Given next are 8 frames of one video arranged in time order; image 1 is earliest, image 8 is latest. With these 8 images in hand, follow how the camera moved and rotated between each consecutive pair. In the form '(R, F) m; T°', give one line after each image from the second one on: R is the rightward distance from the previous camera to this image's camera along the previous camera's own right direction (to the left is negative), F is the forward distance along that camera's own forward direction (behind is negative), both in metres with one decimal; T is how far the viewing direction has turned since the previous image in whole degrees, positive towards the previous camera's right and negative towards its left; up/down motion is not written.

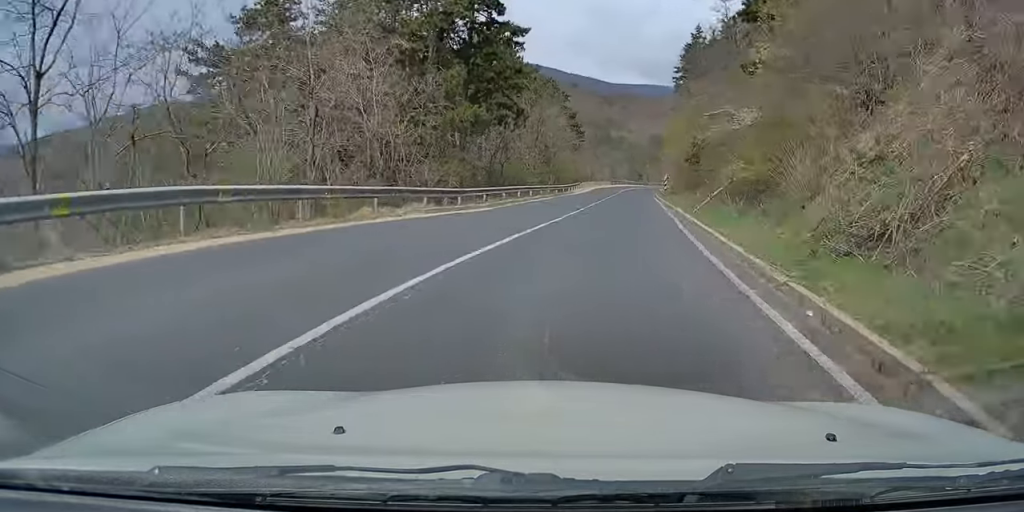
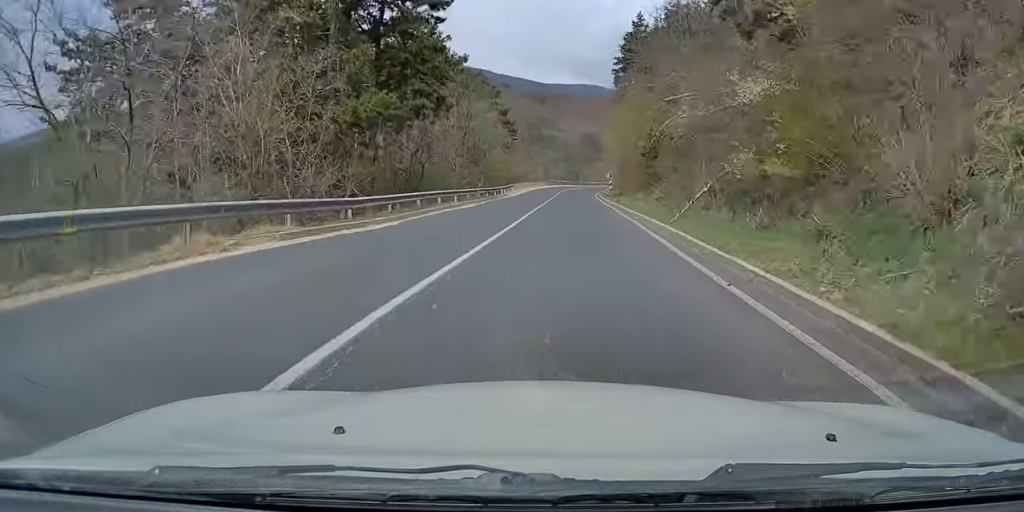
(+0.3, +6.6) m; +5°
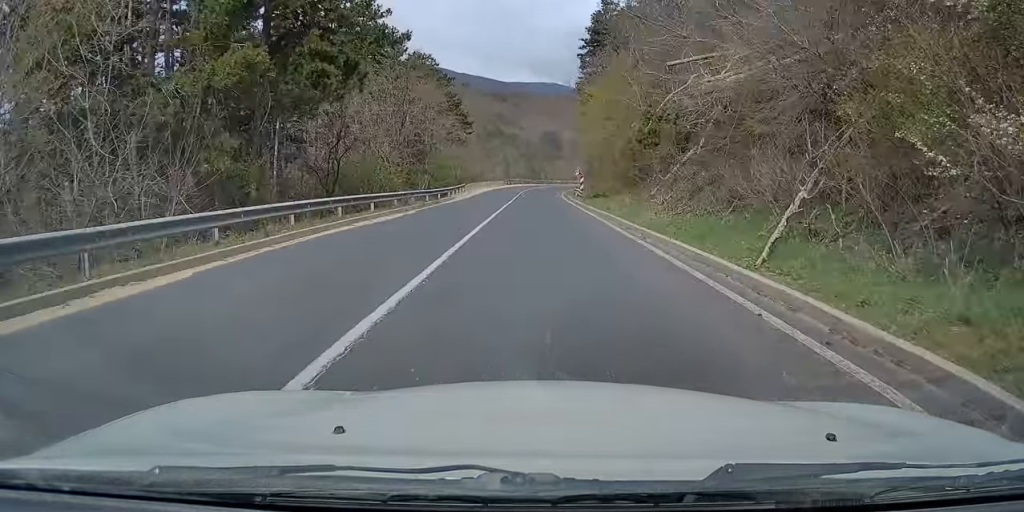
(+0.6, +9.5) m; +5°
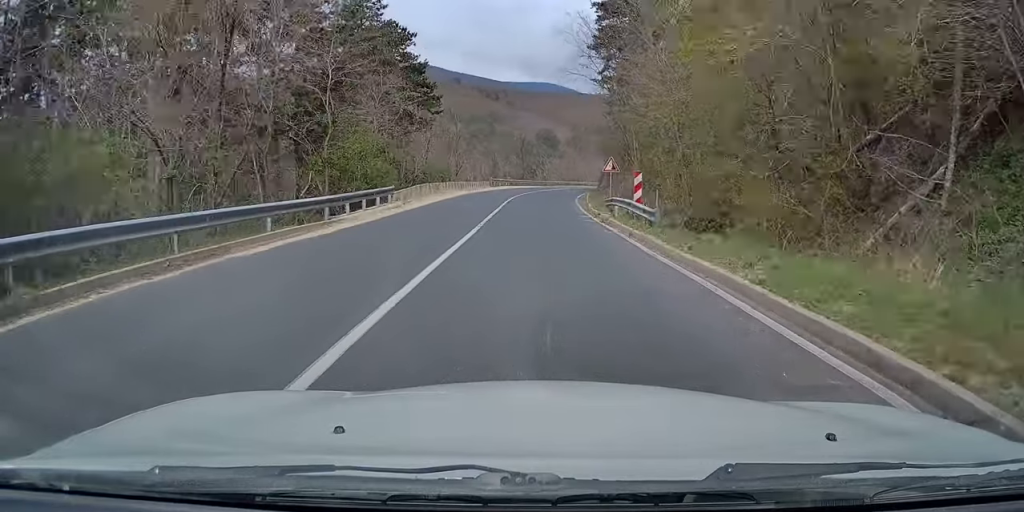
(+1.8, +24.4) m; +6°
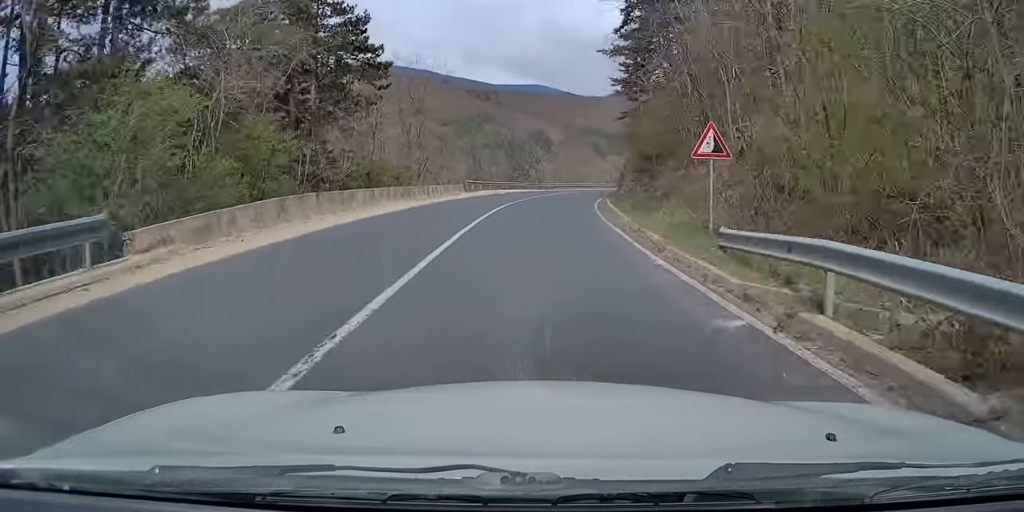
(+0.4, +18.3) m; +2°
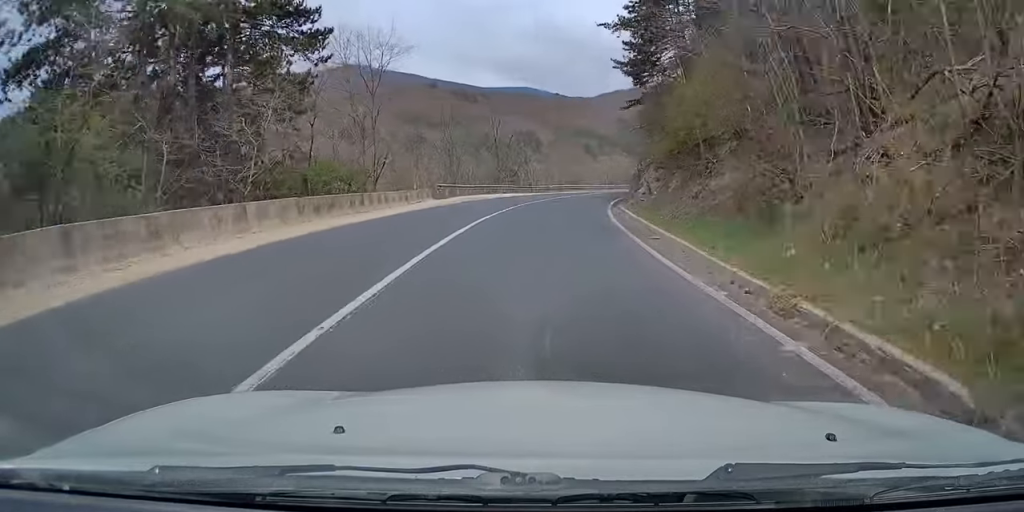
(+0.2, +10.5) m; +1°
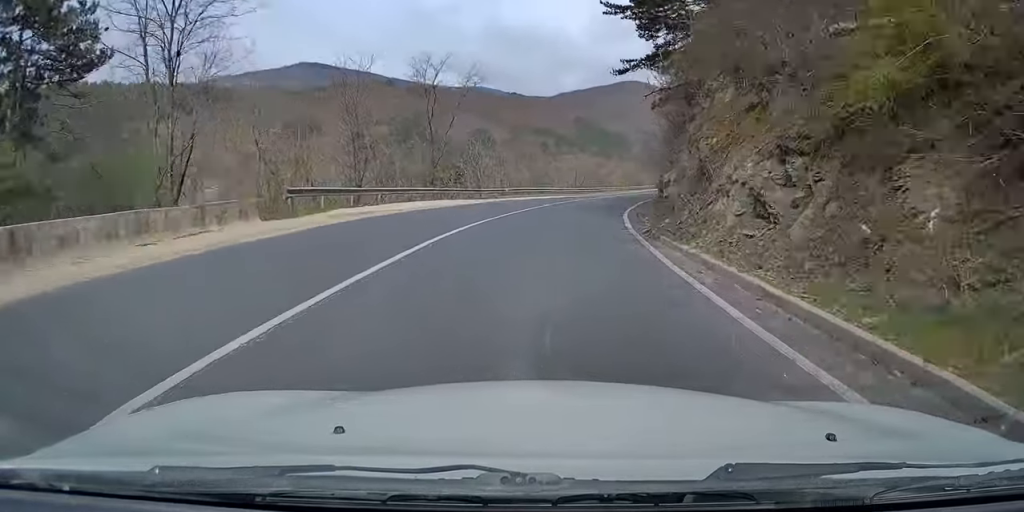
(+0.1, +18.0) m; +4°
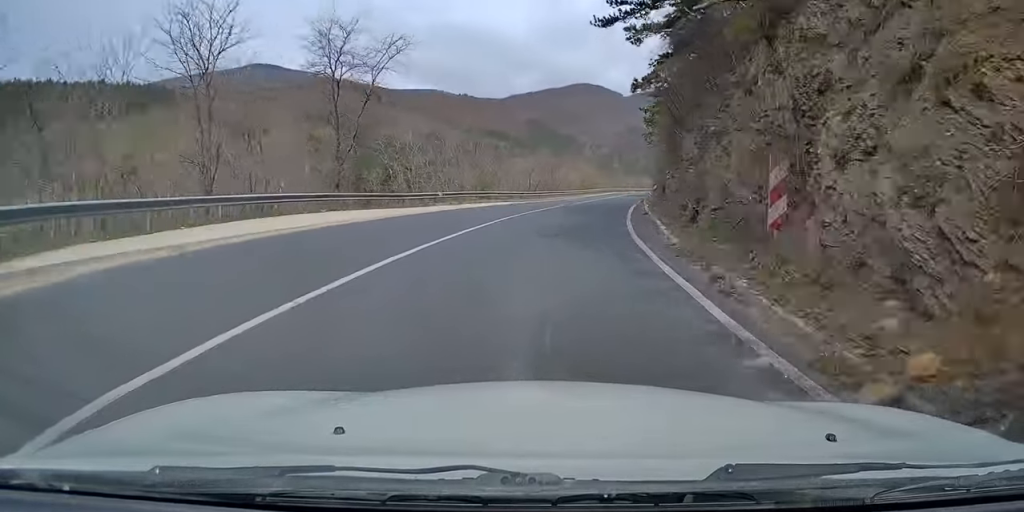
(+0.7, +11.7) m; +10°
